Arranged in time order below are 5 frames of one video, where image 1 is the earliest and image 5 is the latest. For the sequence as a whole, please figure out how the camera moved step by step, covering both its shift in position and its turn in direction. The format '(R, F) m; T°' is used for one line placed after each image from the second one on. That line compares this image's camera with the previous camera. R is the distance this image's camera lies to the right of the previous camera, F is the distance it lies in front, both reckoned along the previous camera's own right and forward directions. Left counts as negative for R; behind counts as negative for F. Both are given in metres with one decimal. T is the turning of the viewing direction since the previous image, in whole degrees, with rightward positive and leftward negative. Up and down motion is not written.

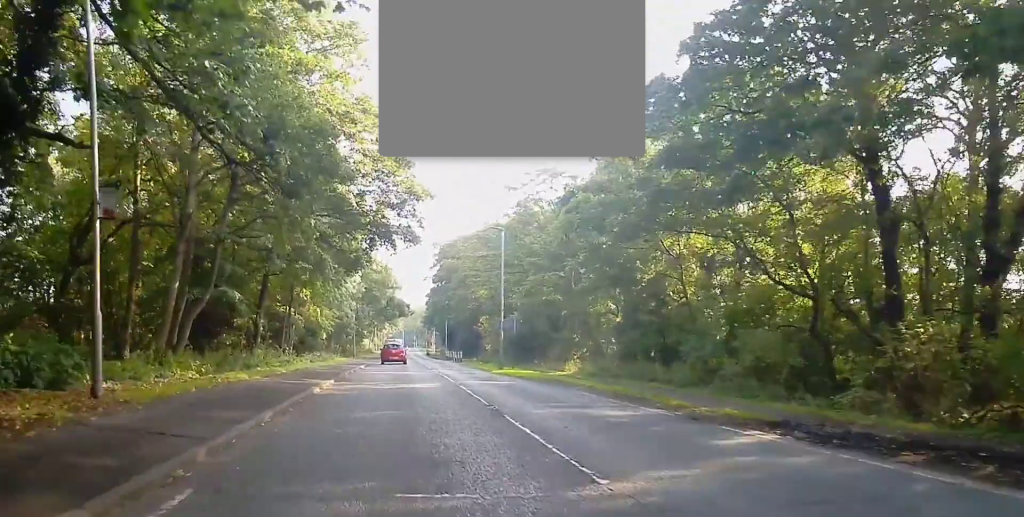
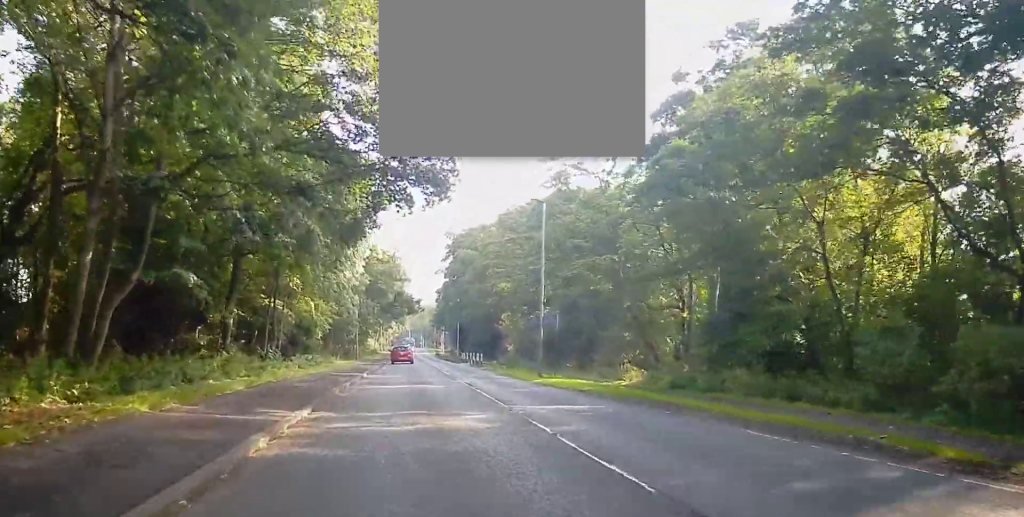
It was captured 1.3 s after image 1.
(0.0, +9.0) m; -1°
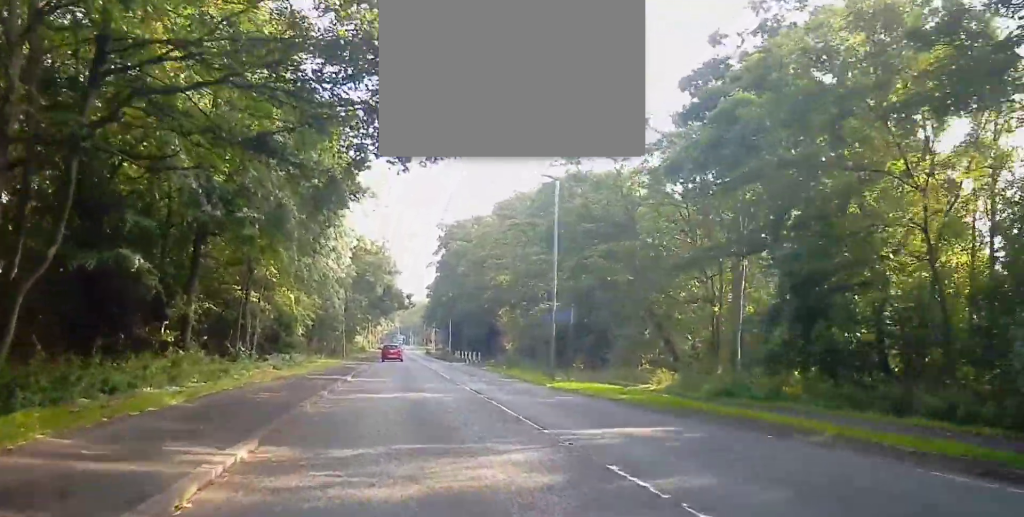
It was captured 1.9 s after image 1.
(0.0, +4.6) m; -2°
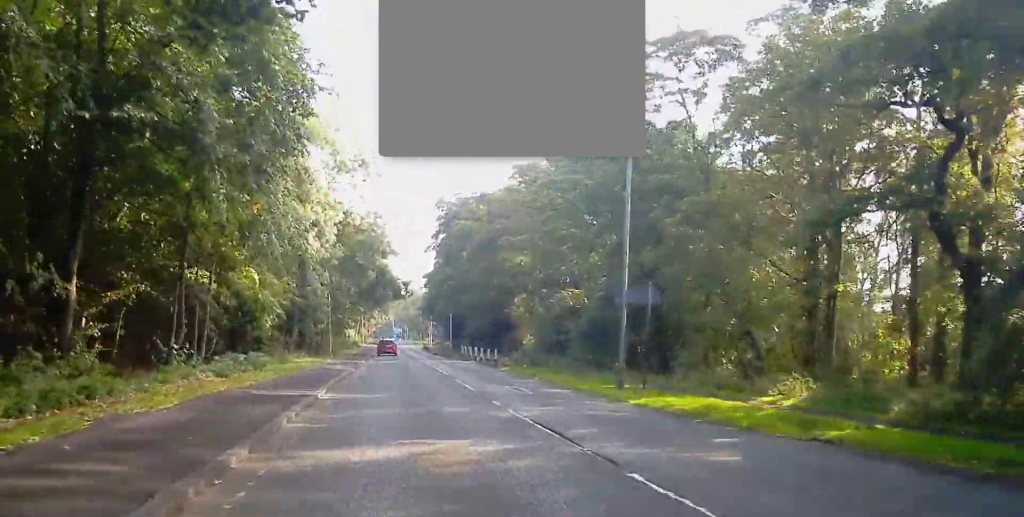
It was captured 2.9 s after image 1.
(-0.3, +9.6) m; -1°
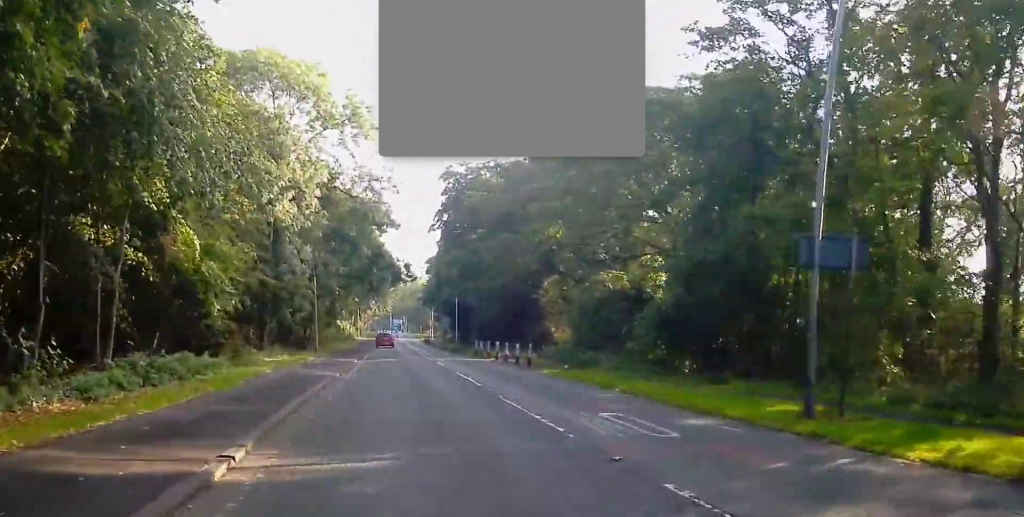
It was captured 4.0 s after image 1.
(+0.1, +10.0) m; +3°
